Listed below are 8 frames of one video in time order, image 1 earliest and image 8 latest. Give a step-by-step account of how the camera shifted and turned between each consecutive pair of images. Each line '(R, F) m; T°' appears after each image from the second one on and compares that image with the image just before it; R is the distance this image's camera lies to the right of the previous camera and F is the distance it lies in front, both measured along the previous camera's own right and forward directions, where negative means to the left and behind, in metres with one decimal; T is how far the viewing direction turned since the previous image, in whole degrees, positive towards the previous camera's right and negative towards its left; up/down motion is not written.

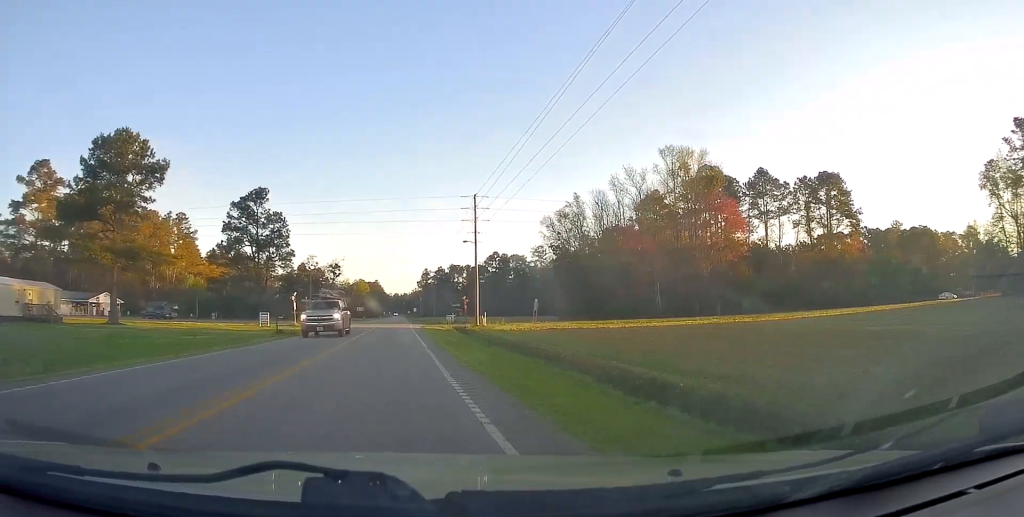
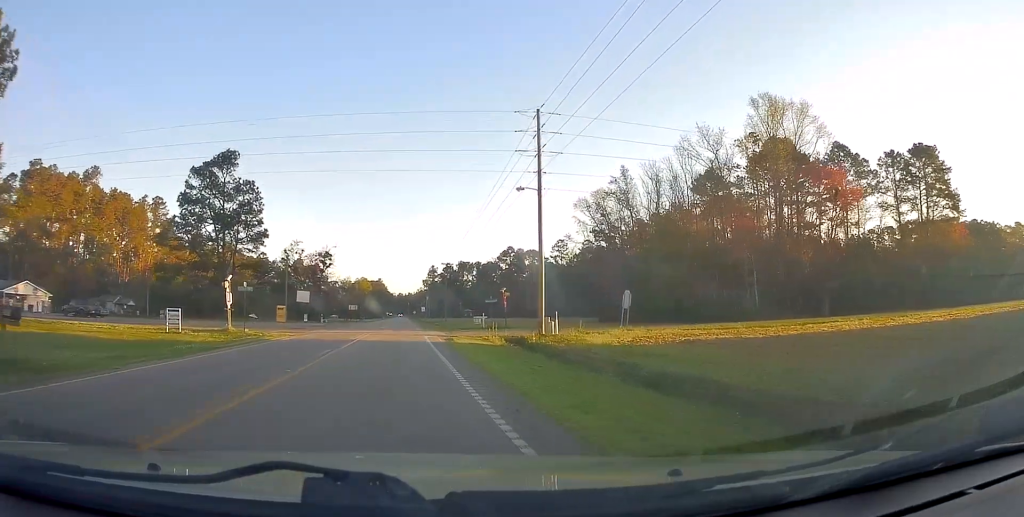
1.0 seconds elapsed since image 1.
(0.0, +25.1) m; 0°
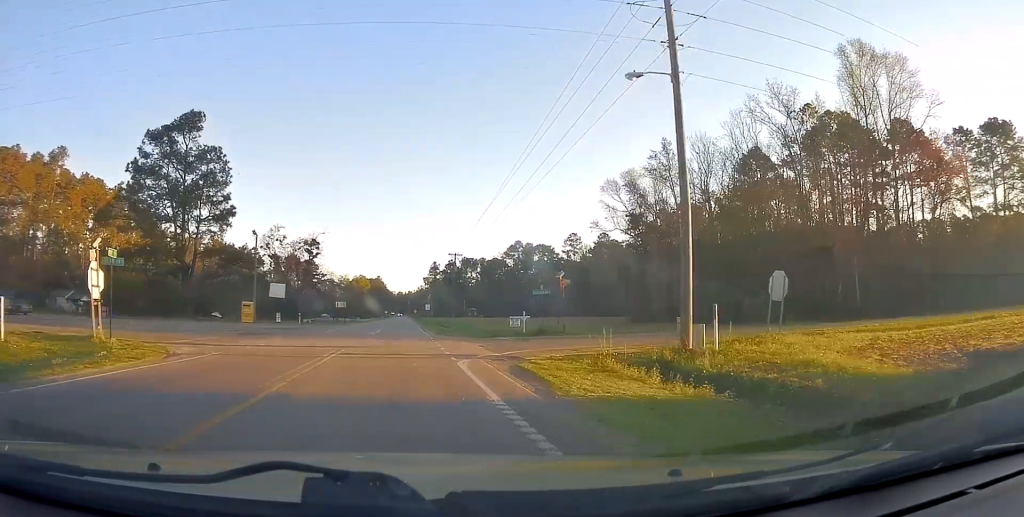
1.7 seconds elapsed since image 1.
(+0.1, +17.0) m; -1°
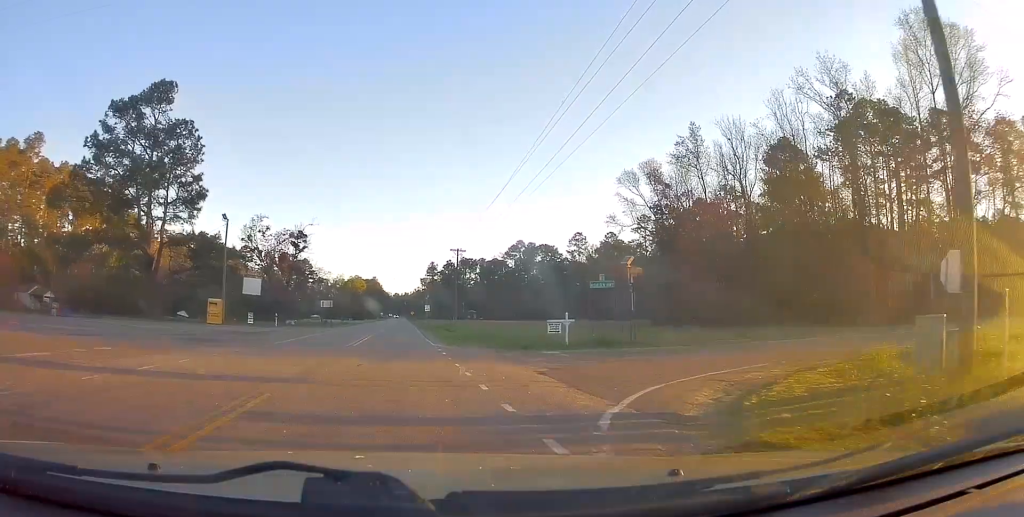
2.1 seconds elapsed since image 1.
(-0.2, +9.7) m; 0°
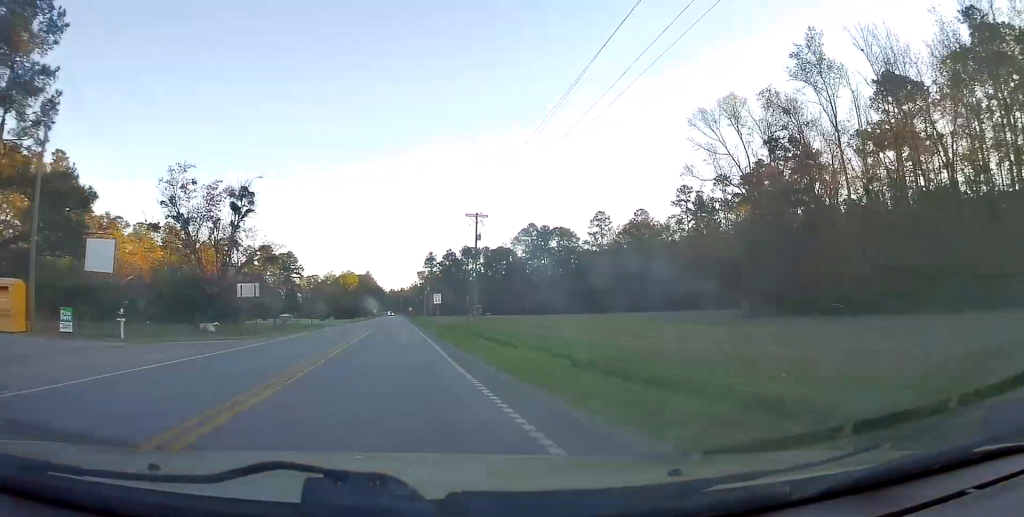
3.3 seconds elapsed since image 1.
(0.0, +28.1) m; +1°
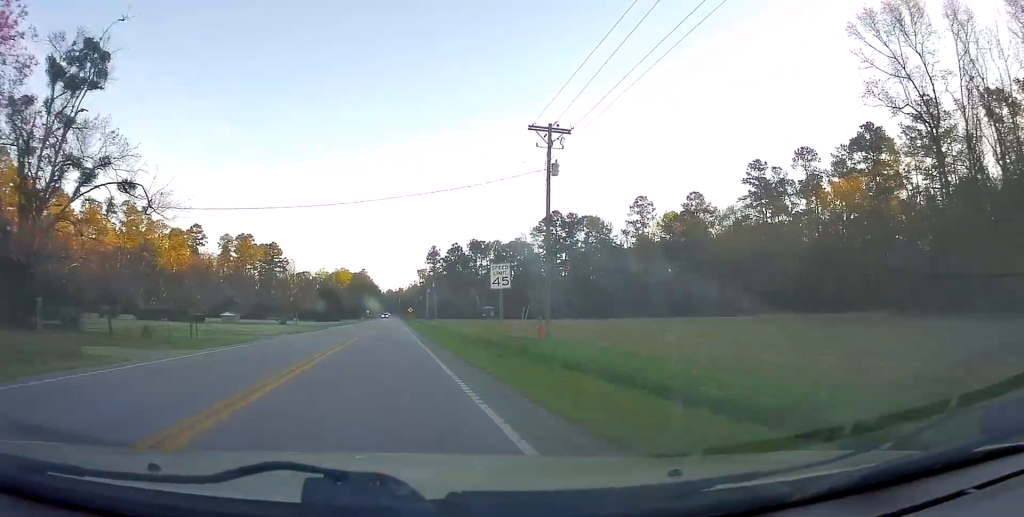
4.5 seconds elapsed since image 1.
(+0.2, +31.4) m; 0°
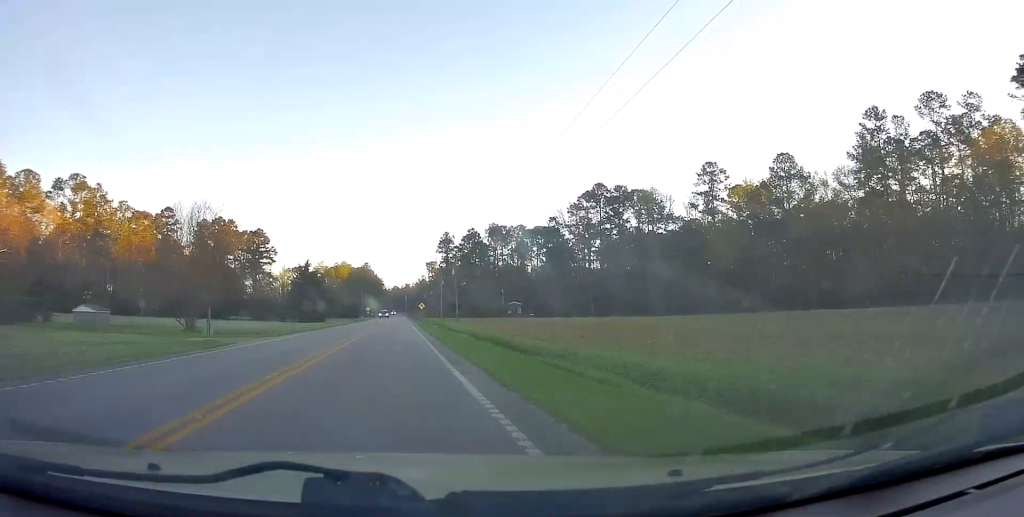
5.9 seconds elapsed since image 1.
(0.0, +32.0) m; 0°
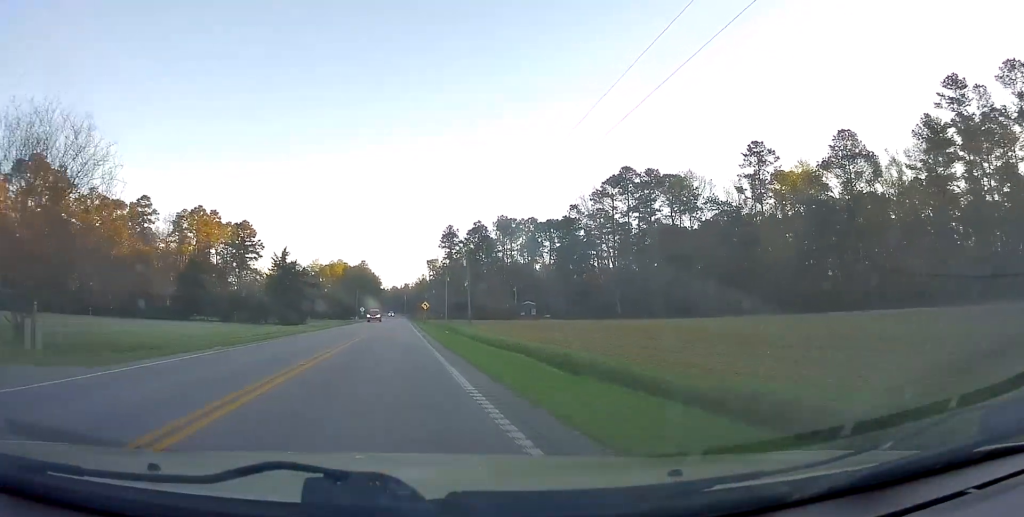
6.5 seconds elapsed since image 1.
(0.0, +17.1) m; 0°
